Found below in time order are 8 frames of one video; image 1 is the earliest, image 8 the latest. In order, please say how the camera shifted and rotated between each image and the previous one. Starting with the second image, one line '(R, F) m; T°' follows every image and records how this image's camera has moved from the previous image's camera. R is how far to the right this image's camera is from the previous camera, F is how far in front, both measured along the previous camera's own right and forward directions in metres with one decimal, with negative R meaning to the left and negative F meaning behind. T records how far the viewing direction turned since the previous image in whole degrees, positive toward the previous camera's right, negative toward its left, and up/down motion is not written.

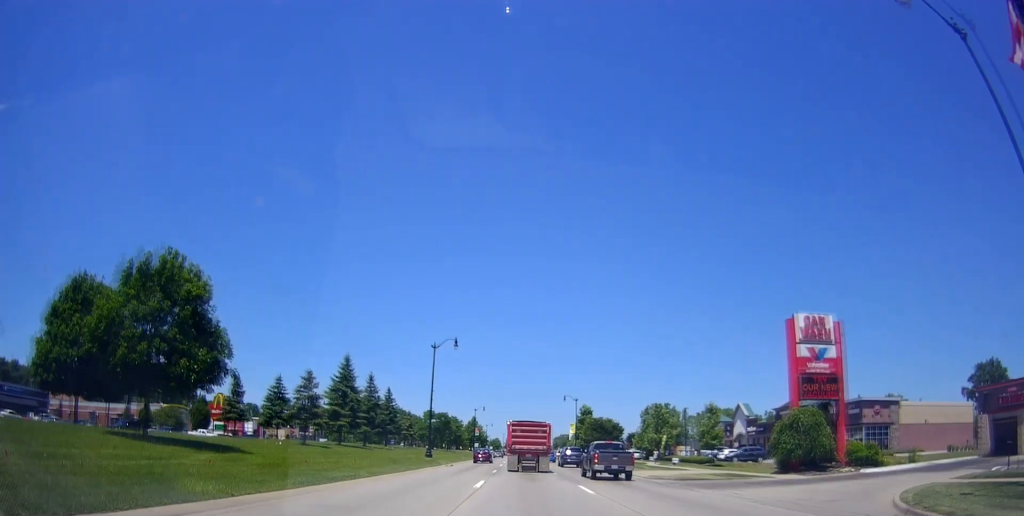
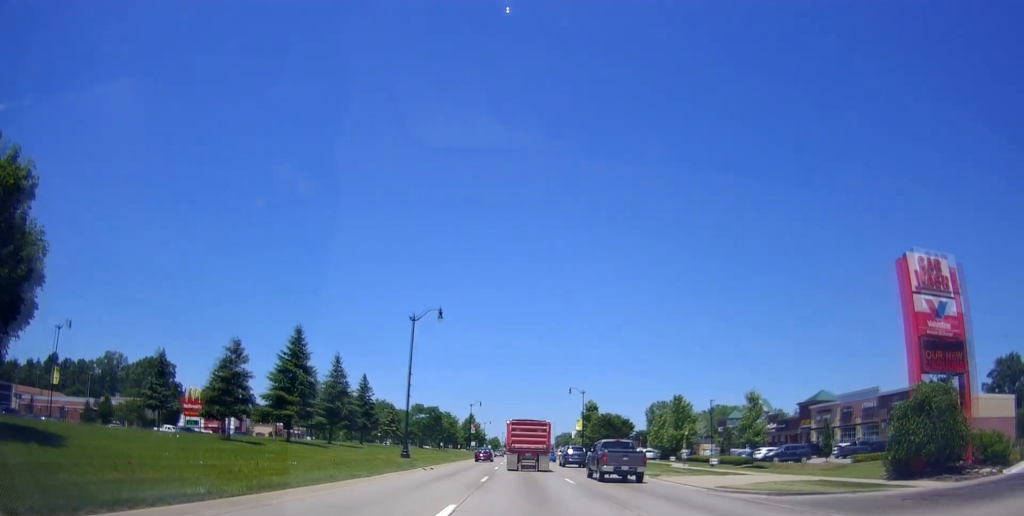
(-0.5, +10.7) m; -2°
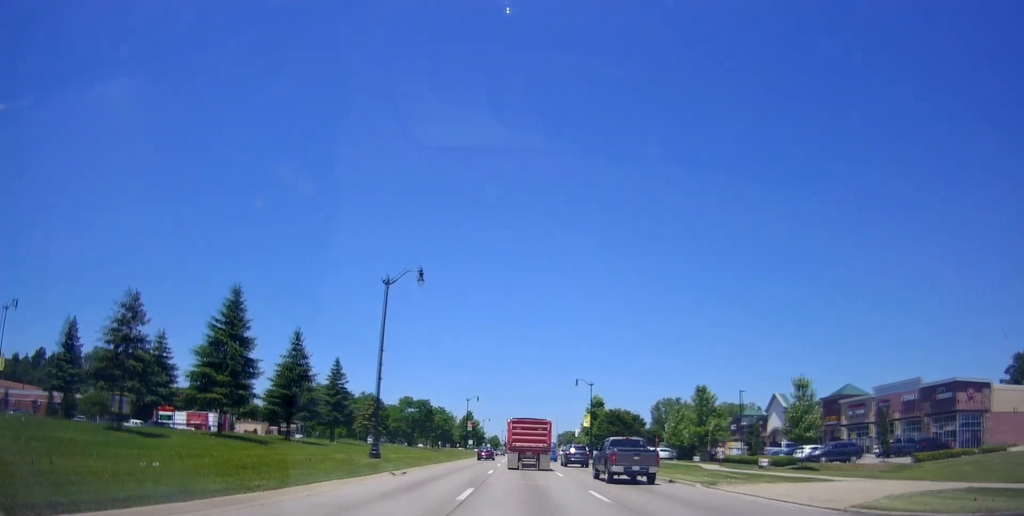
(-0.1, +9.0) m; 0°
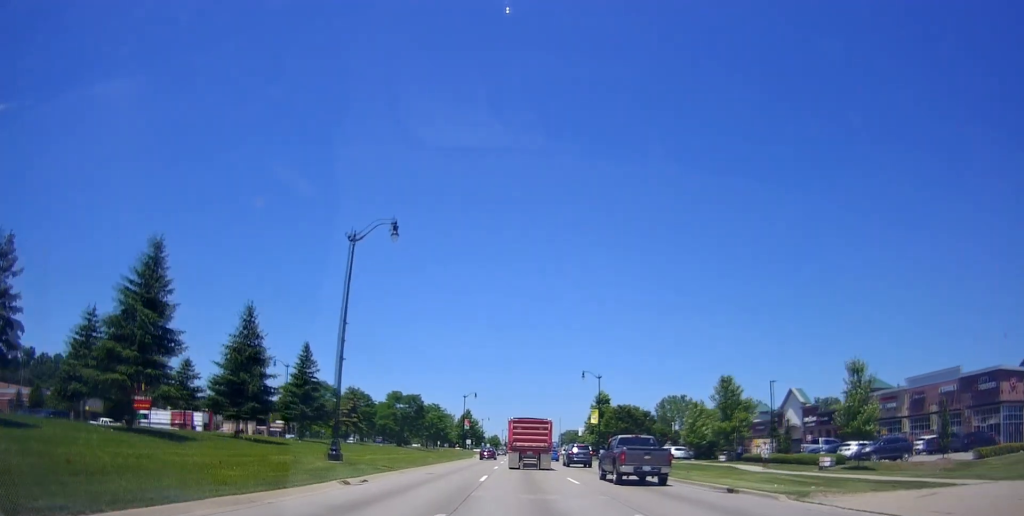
(-0.1, +7.3) m; +1°
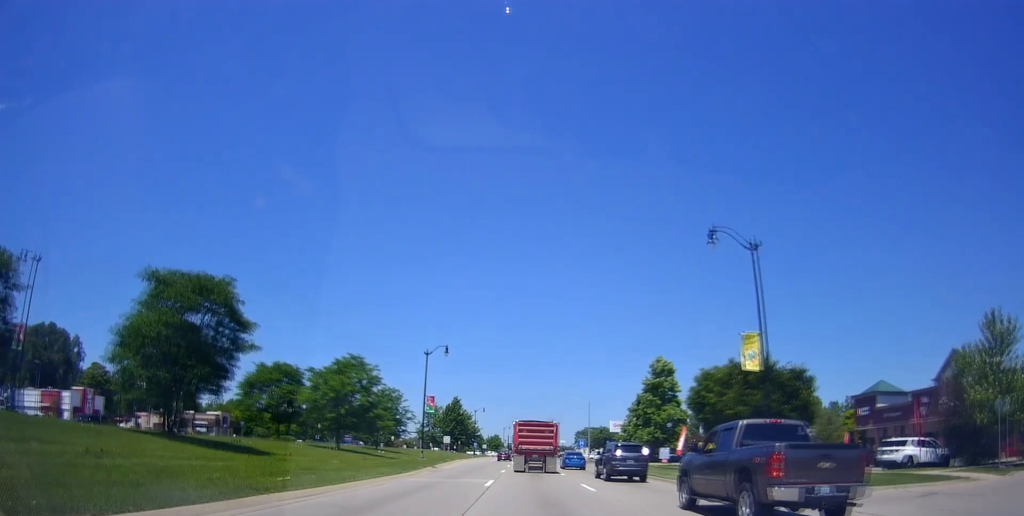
(+2.1, +47.1) m; +2°
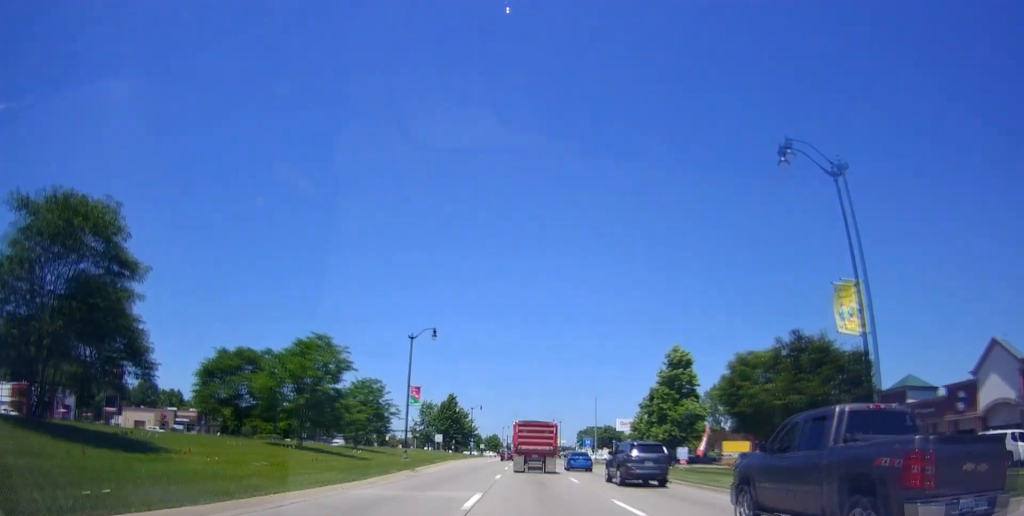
(0.0, +7.9) m; 0°
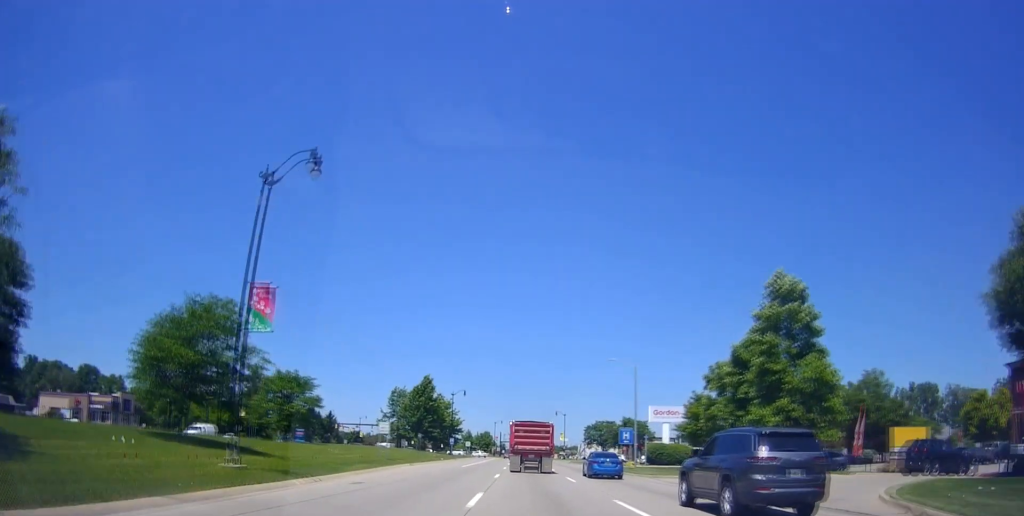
(-0.1, +28.7) m; -1°
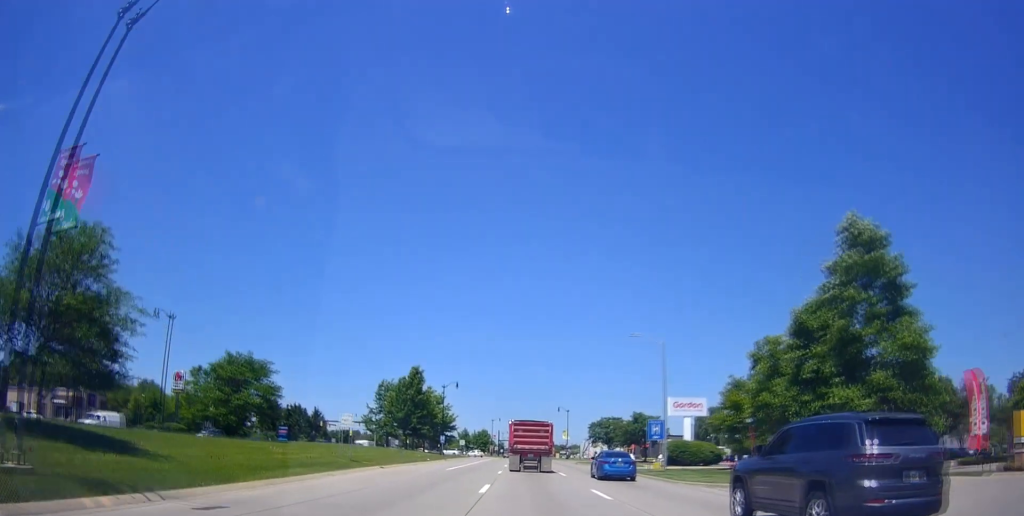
(0.0, +10.1) m; +1°
